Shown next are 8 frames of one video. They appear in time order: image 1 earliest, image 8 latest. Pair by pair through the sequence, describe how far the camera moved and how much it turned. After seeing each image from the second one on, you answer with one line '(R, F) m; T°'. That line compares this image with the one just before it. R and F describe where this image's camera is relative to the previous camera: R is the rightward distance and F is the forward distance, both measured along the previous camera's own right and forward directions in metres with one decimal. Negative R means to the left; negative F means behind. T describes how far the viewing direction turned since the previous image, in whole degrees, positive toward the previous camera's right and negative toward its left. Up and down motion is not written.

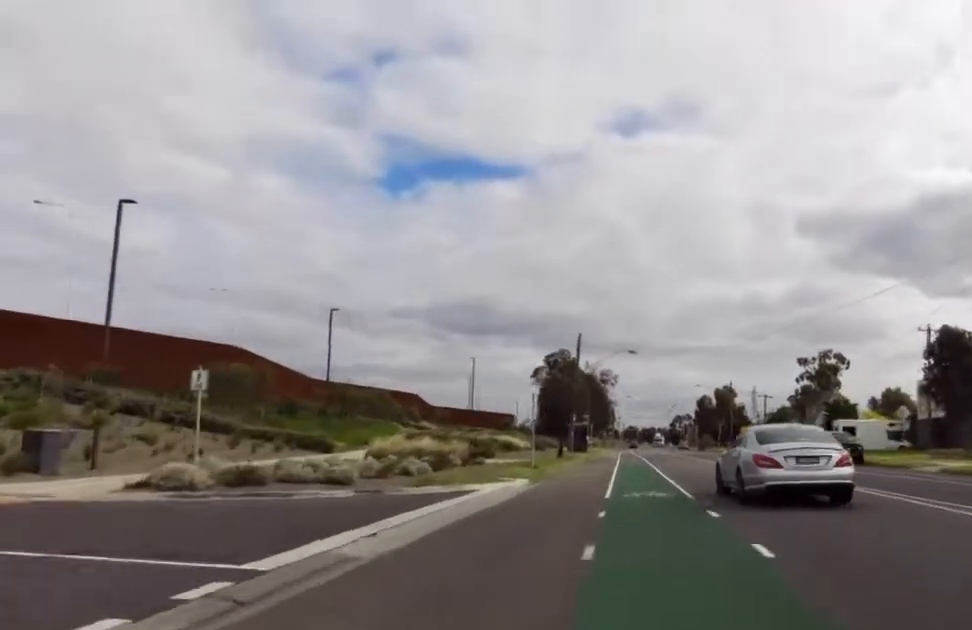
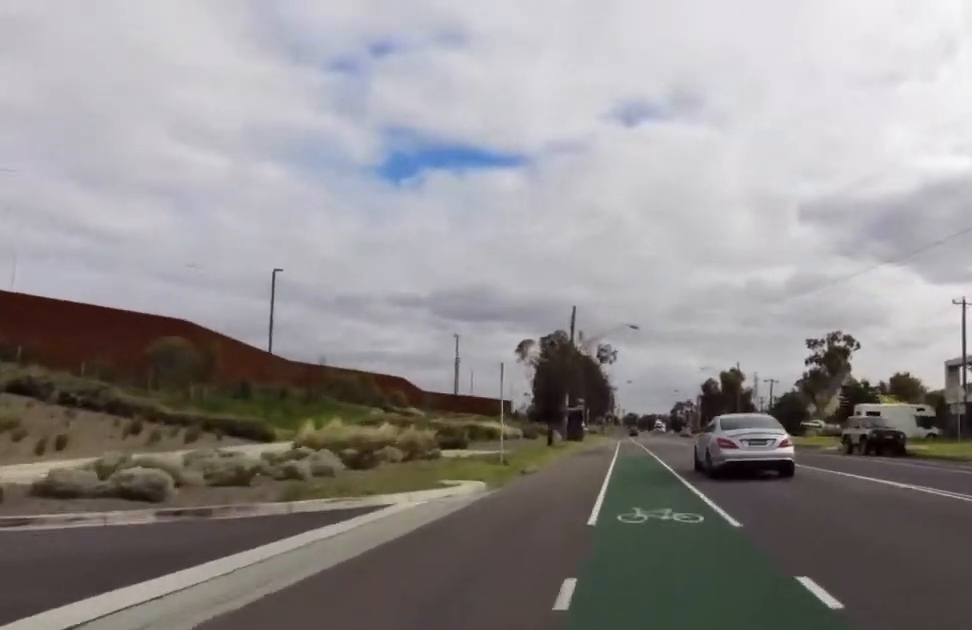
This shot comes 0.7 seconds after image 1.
(-0.2, +6.6) m; -2°
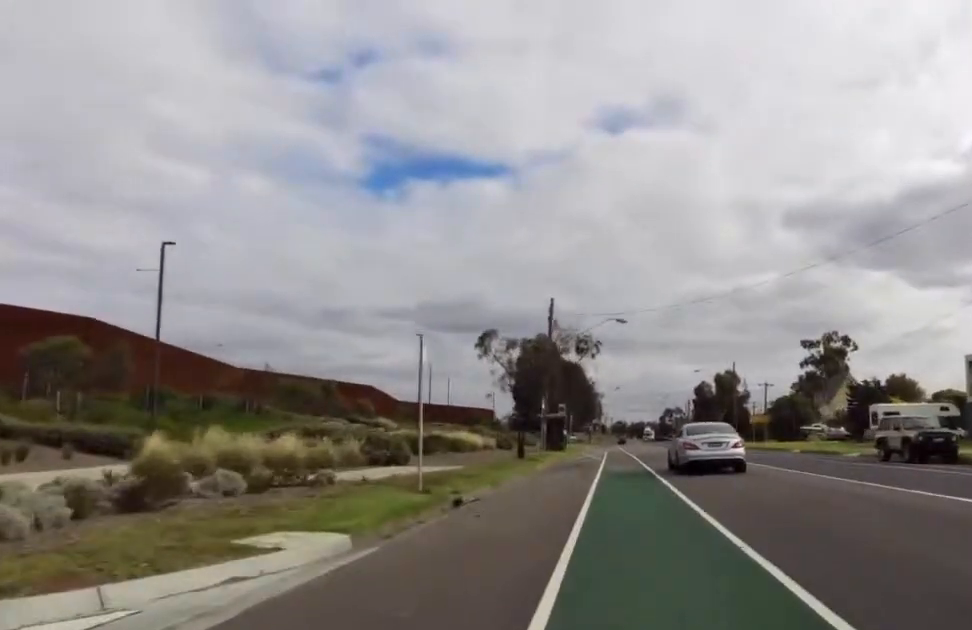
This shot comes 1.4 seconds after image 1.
(-0.1, +6.9) m; -1°
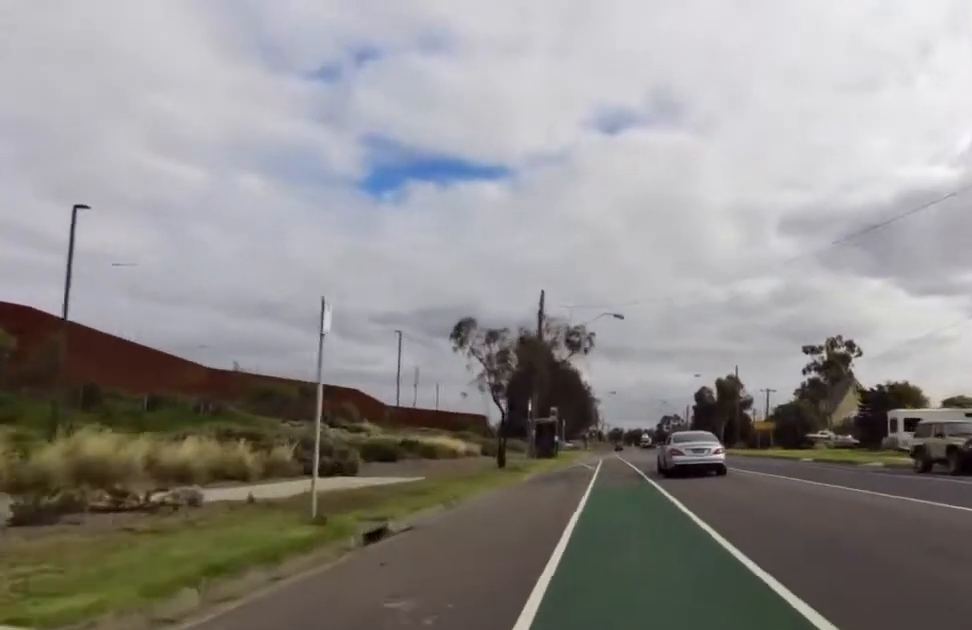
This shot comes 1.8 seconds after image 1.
(0.0, +4.3) m; 0°
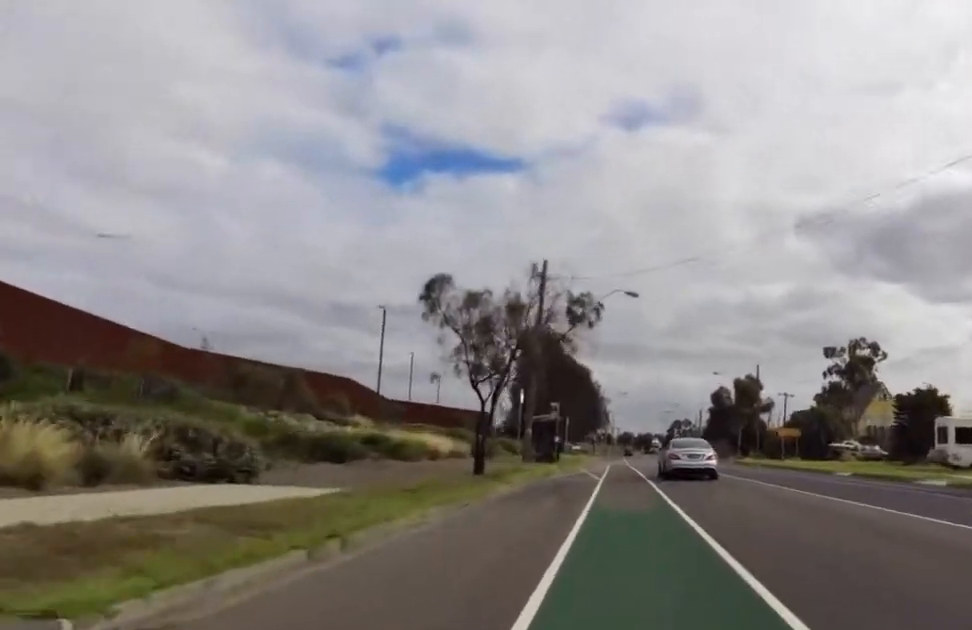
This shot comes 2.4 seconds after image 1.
(0.0, +5.9) m; 0°
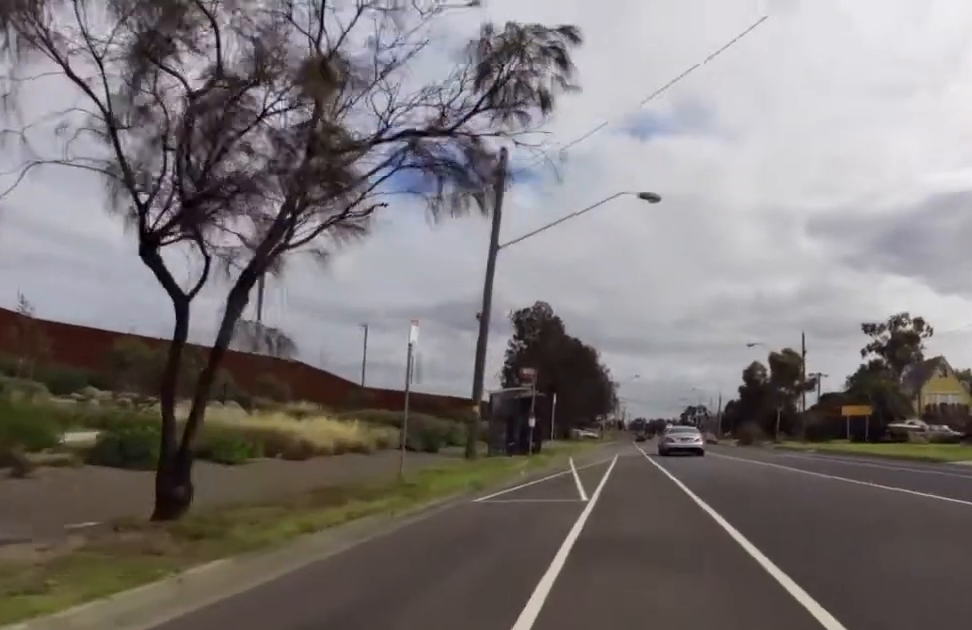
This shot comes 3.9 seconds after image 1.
(0.0, +14.6) m; 0°
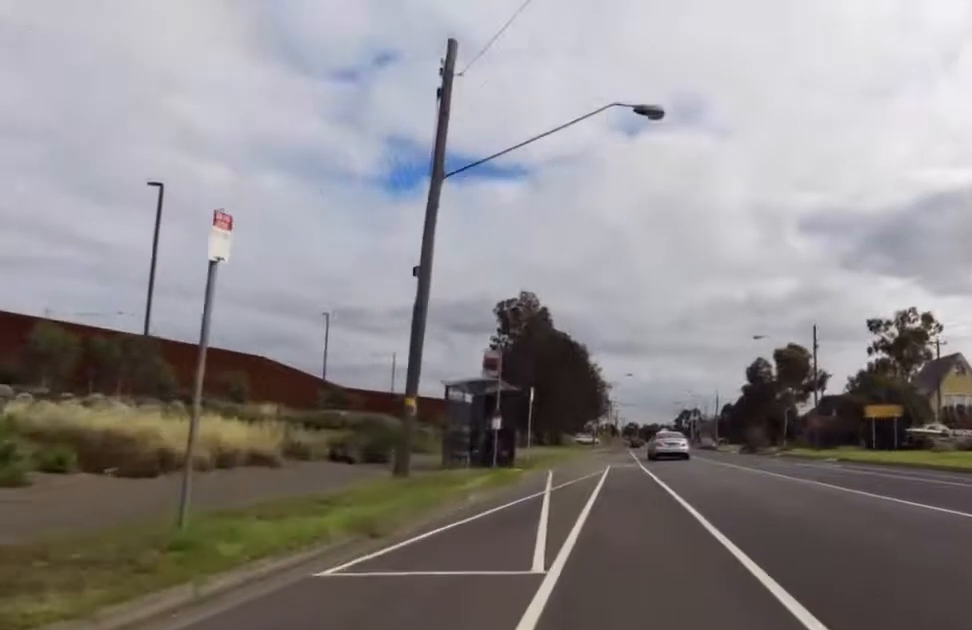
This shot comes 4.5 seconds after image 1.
(0.0, +5.7) m; -1°
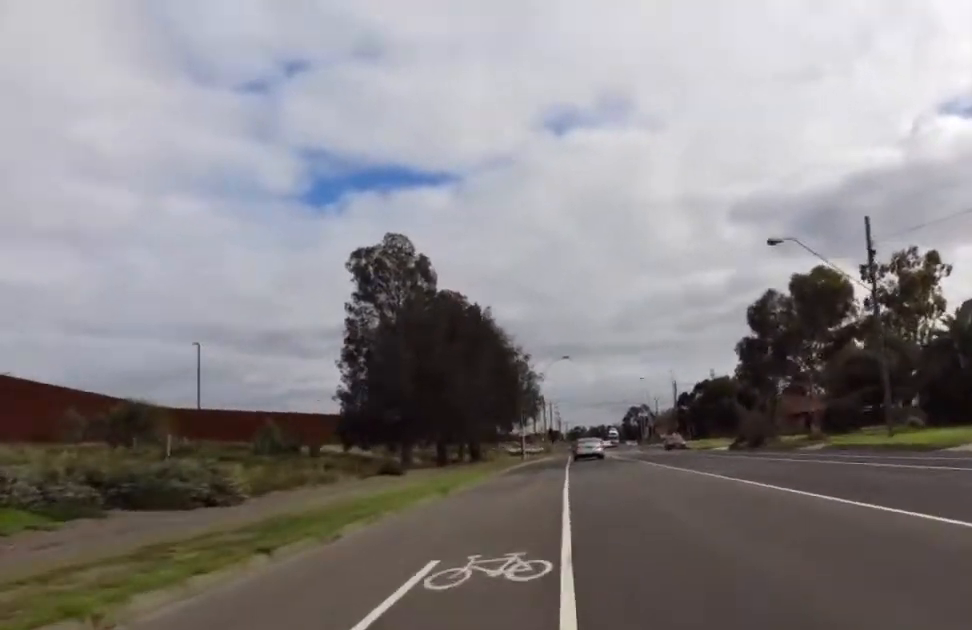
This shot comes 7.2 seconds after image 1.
(-0.5, +22.9) m; +7°
